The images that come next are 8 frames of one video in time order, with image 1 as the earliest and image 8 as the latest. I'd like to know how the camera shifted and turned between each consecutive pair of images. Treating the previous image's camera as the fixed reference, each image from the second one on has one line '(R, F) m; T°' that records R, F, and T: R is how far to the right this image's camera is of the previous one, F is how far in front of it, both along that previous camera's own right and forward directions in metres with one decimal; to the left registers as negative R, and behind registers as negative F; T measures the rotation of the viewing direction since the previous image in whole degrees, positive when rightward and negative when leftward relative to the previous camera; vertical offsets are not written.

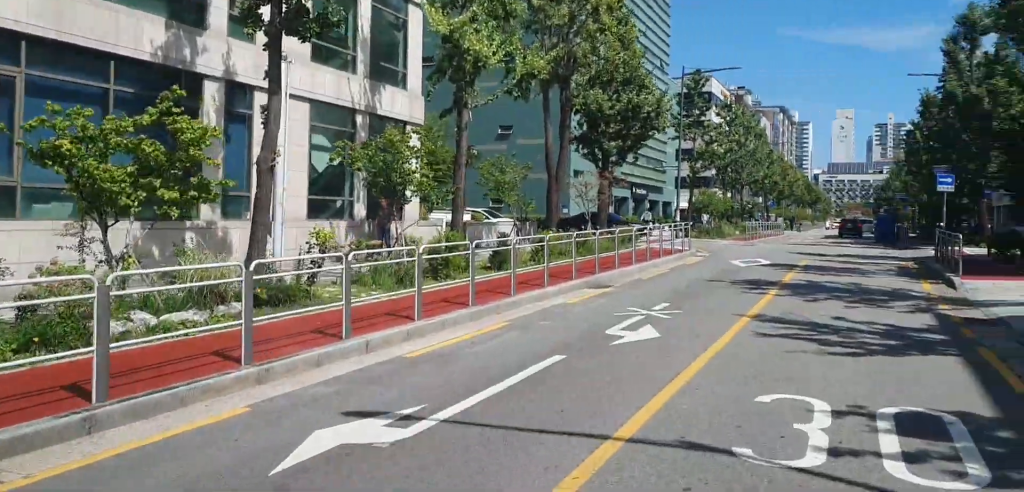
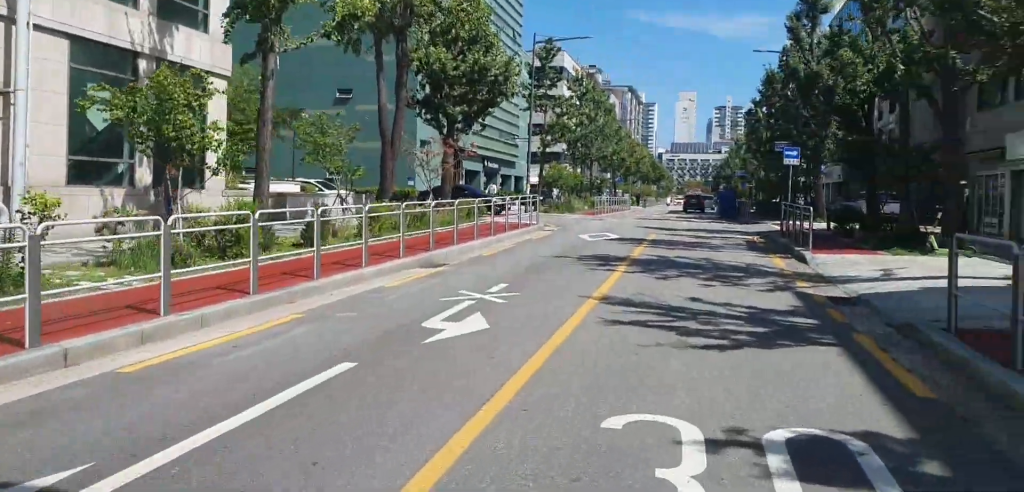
(0.0, +1.7) m; +6°
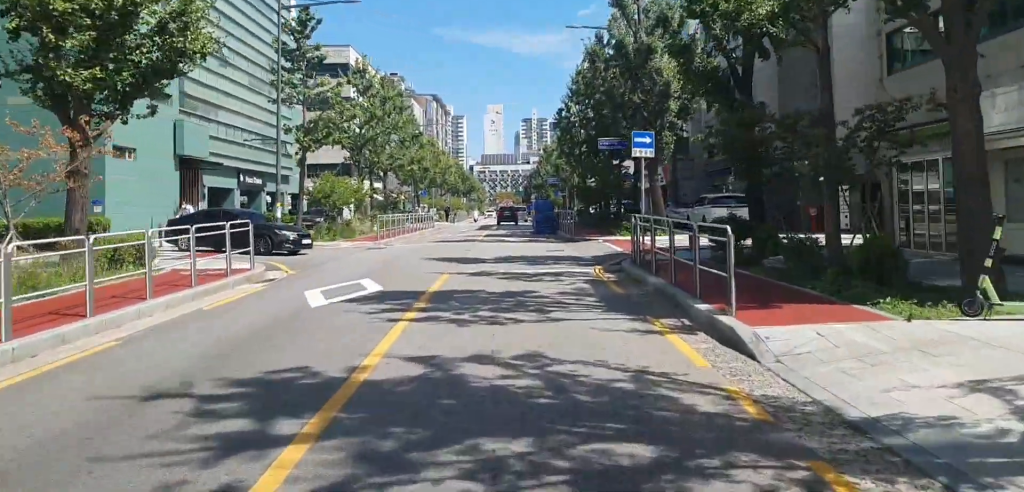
(+0.9, +9.4) m; +5°
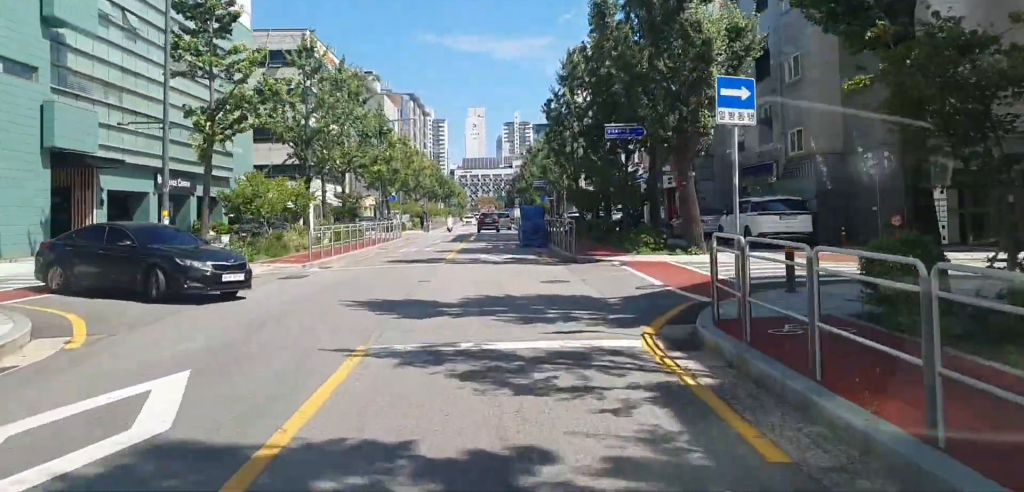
(-0.1, +9.1) m; +1°
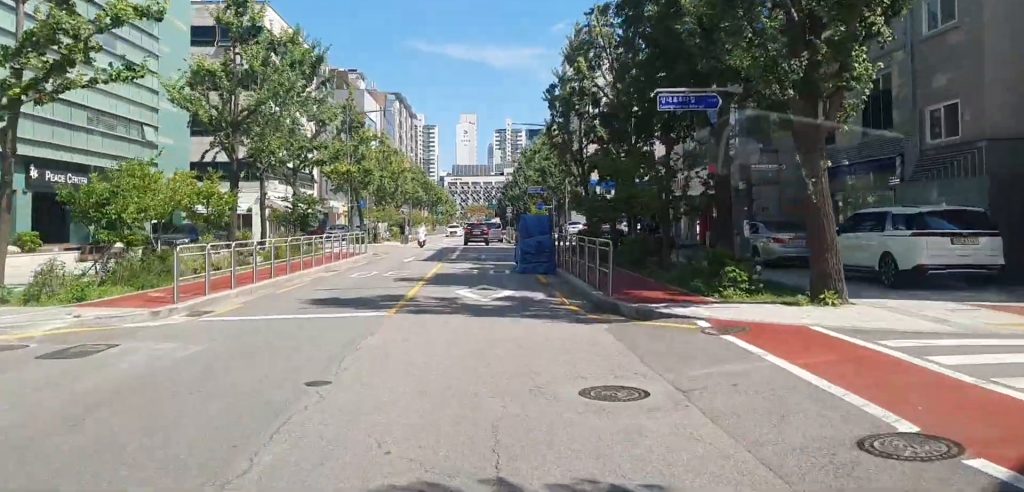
(+0.3, +11.3) m; +1°
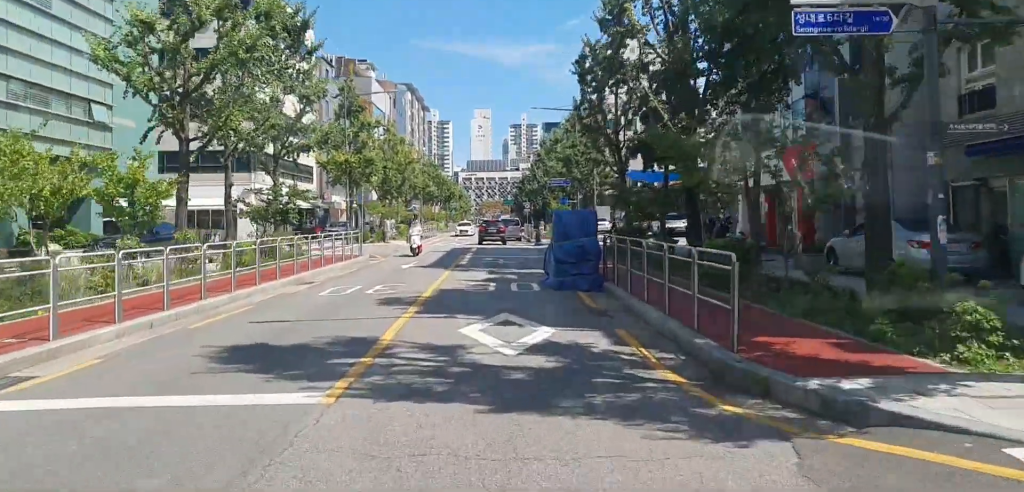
(0.0, +7.6) m; 0°
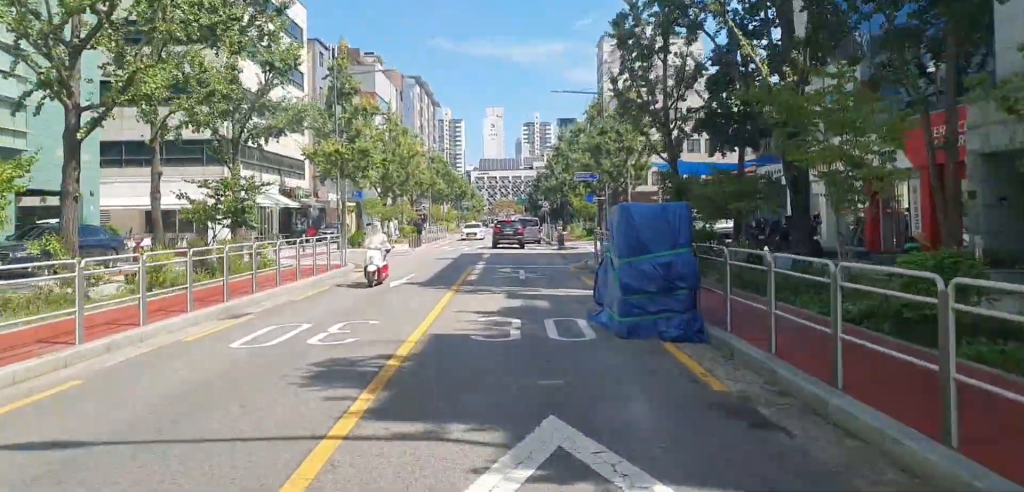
(-0.1, +7.9) m; +1°
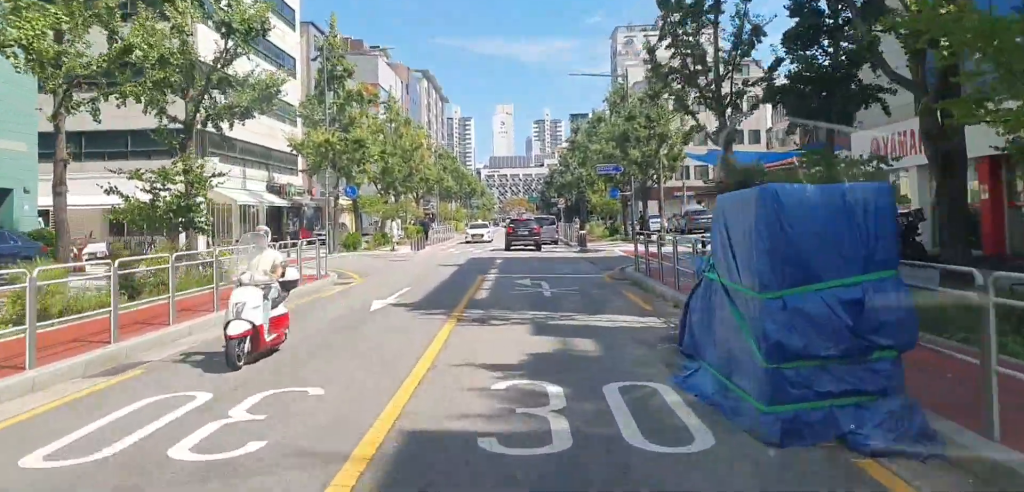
(+0.4, +5.5) m; 0°
